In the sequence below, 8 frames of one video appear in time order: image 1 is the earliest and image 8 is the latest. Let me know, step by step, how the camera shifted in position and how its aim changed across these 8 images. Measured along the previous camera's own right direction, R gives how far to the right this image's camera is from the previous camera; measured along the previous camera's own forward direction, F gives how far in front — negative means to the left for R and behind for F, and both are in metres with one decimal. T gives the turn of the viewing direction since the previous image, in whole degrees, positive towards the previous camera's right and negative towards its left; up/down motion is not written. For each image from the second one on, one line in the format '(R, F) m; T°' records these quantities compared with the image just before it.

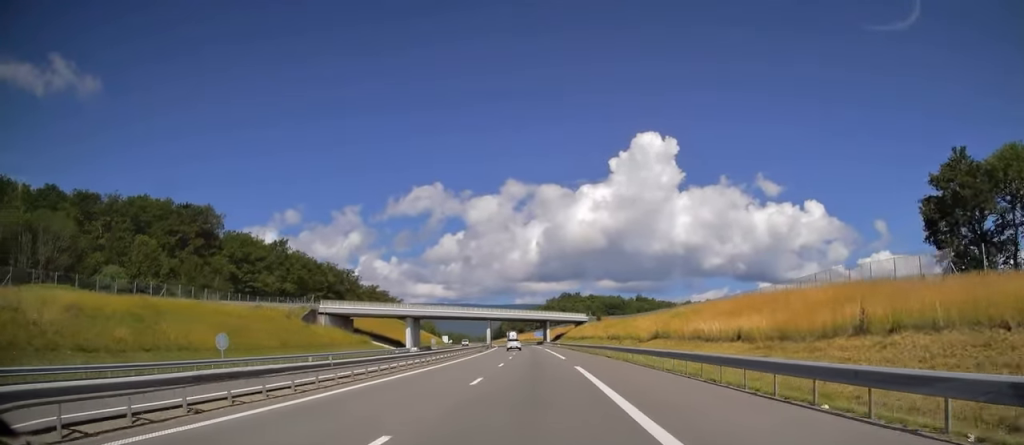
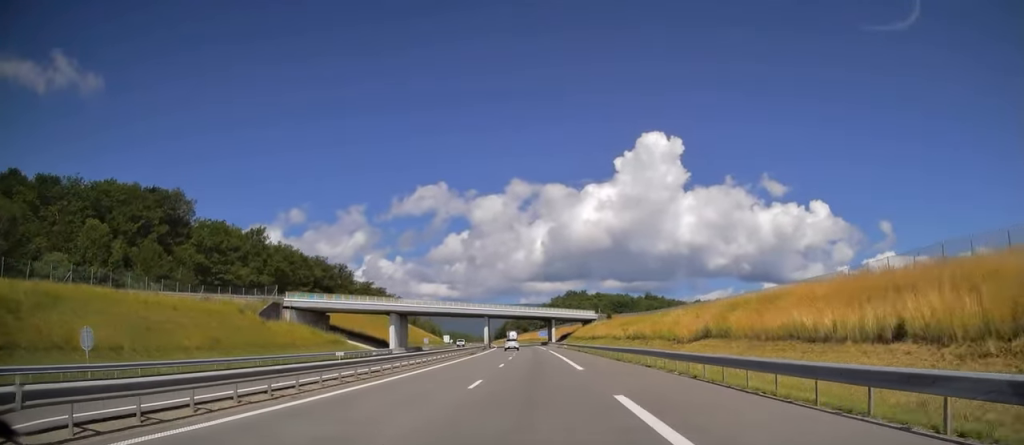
(0.0, +13.8) m; 0°
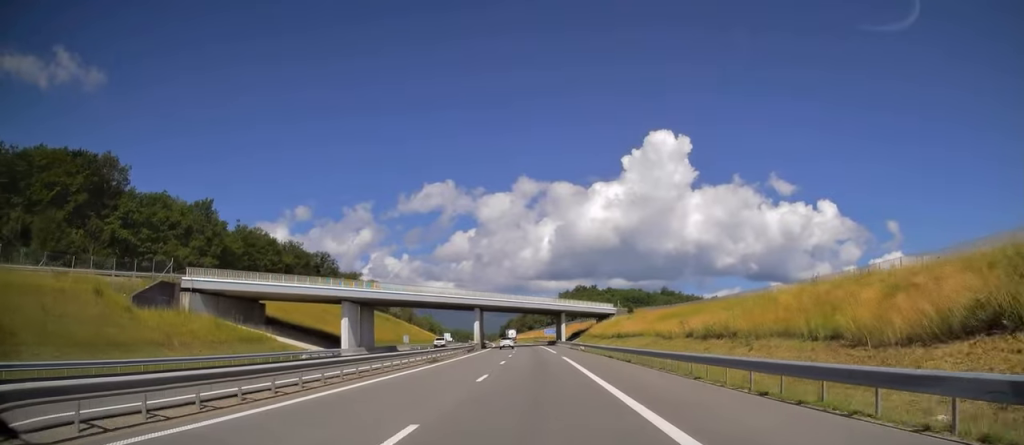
(-0.1, +23.9) m; -1°
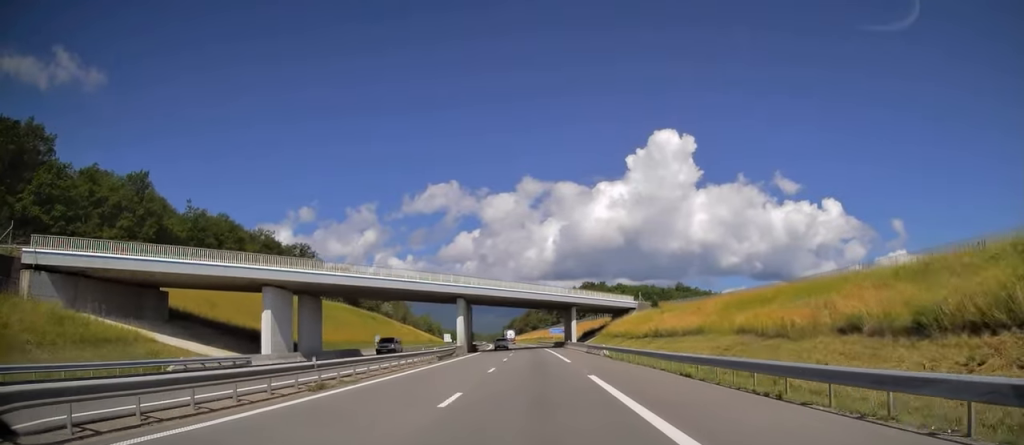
(-0.1, +20.1) m; -1°
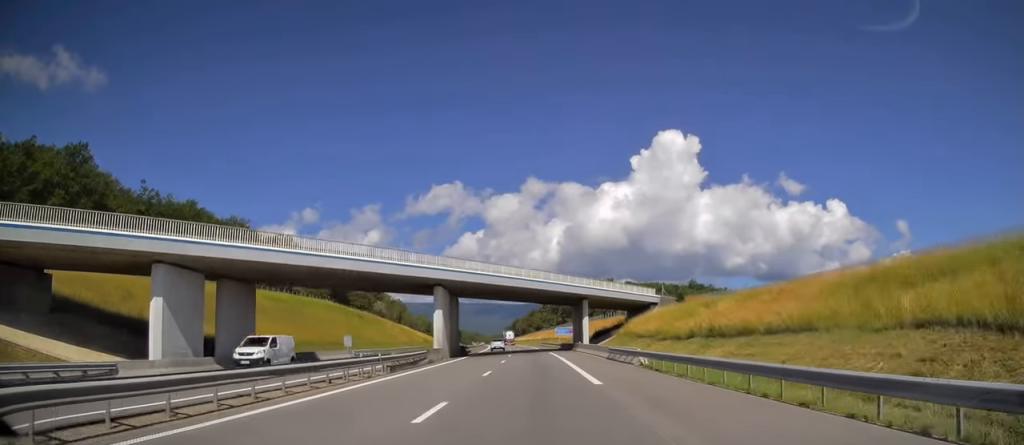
(-0.2, +14.9) m; -1°
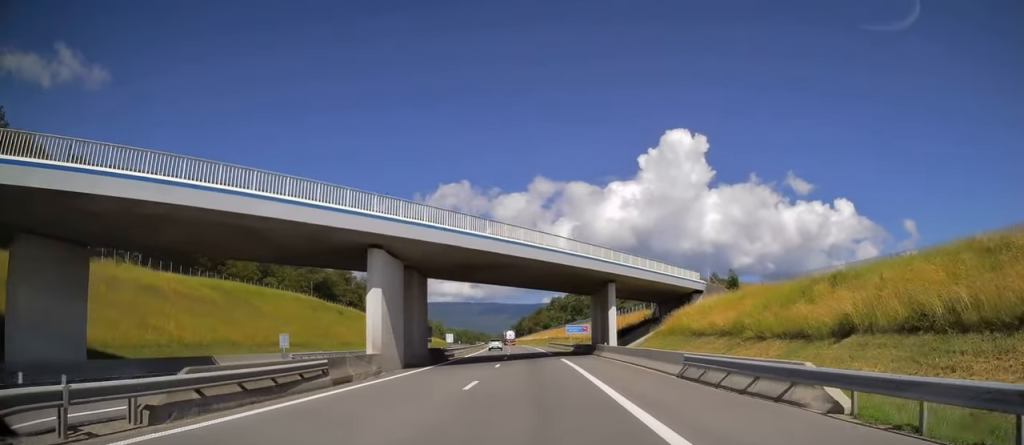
(-0.2, +19.1) m; -1°
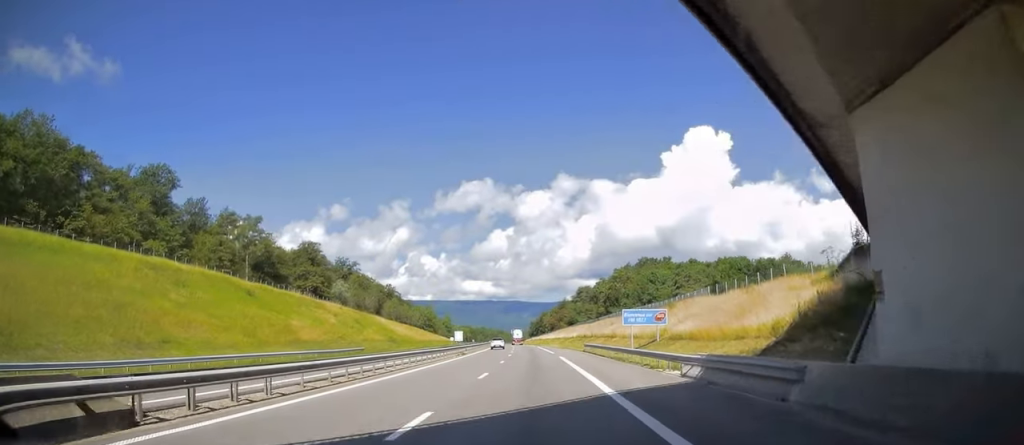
(-0.1, +47.4) m; -1°
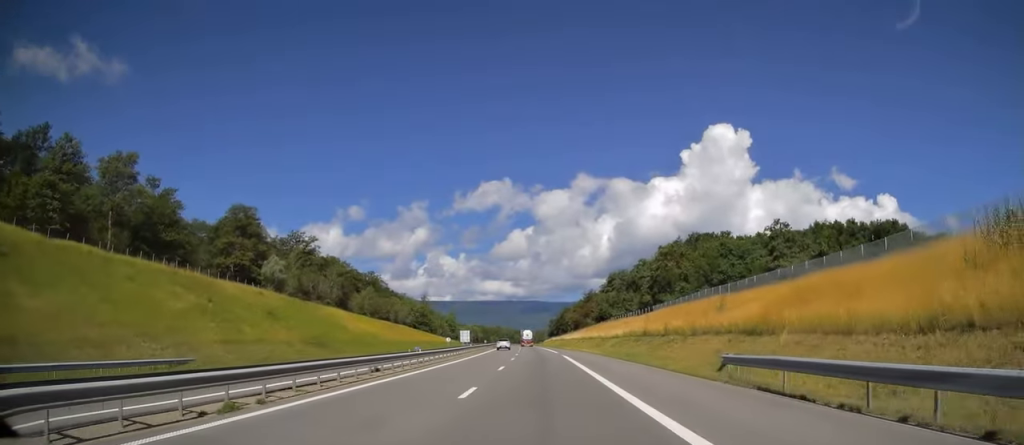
(-1.1, +45.8) m; -2°
